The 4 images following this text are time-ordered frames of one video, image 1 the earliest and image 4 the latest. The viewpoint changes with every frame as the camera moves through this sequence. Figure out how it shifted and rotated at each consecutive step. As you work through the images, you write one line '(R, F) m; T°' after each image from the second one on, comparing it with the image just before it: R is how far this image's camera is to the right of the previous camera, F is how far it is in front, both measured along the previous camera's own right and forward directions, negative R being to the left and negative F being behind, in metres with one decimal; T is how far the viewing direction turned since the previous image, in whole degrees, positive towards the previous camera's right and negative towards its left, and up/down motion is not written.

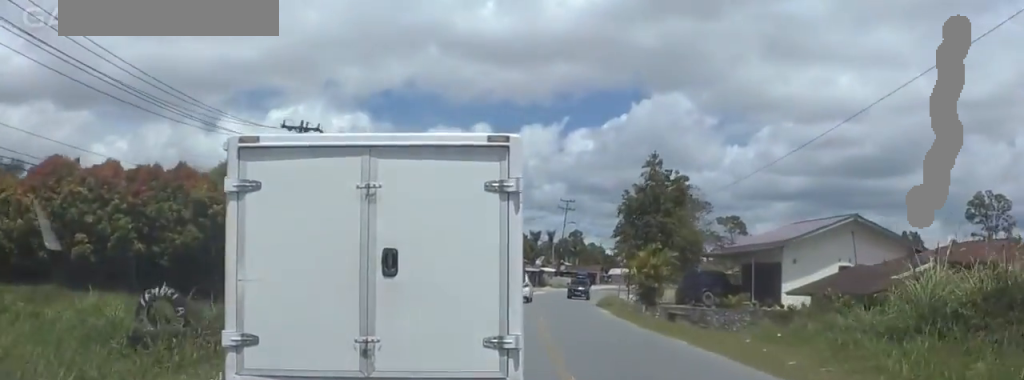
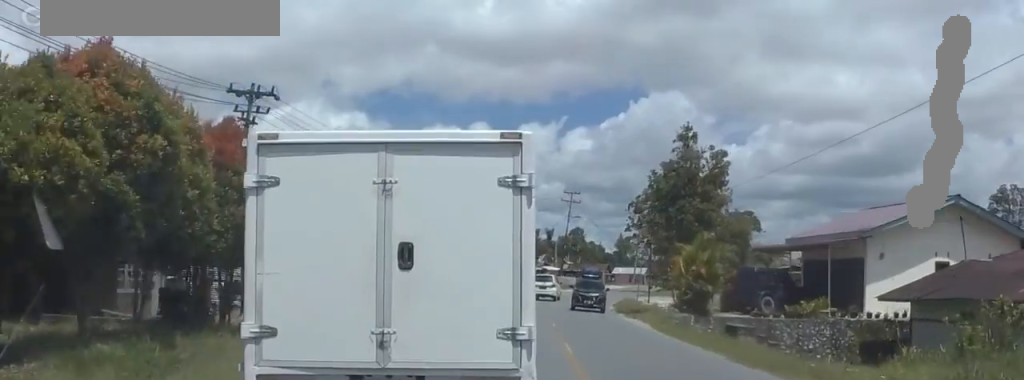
(-0.4, +12.6) m; -1°
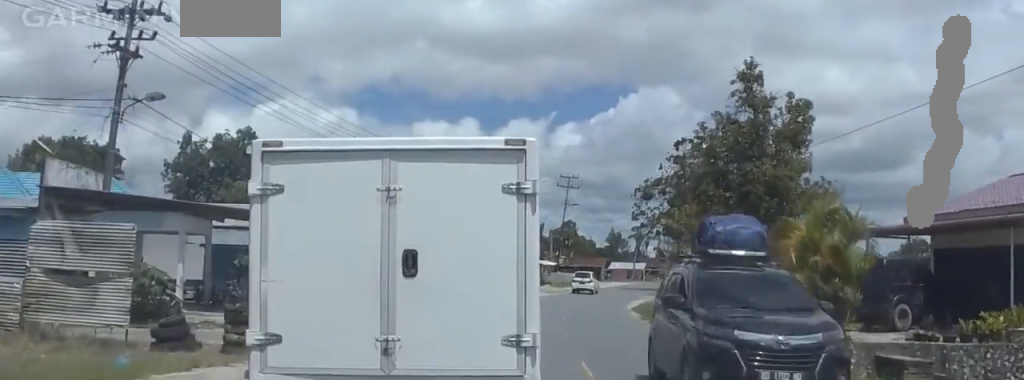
(+0.3, +15.9) m; +3°
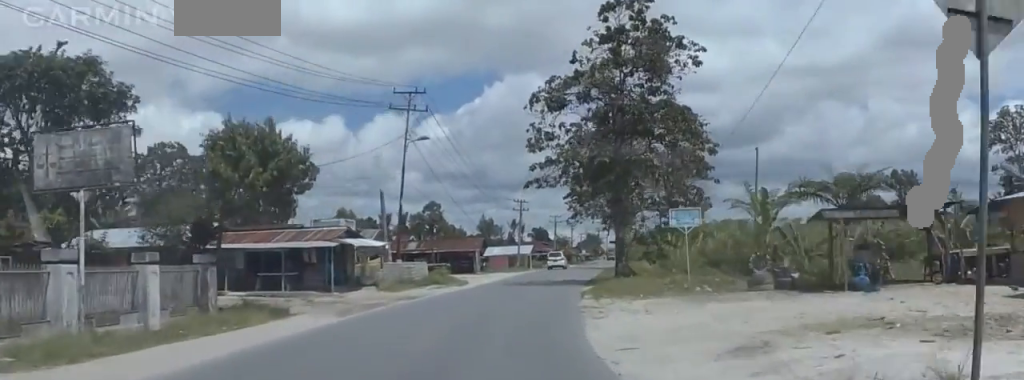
(+2.7, +42.5) m; +3°
